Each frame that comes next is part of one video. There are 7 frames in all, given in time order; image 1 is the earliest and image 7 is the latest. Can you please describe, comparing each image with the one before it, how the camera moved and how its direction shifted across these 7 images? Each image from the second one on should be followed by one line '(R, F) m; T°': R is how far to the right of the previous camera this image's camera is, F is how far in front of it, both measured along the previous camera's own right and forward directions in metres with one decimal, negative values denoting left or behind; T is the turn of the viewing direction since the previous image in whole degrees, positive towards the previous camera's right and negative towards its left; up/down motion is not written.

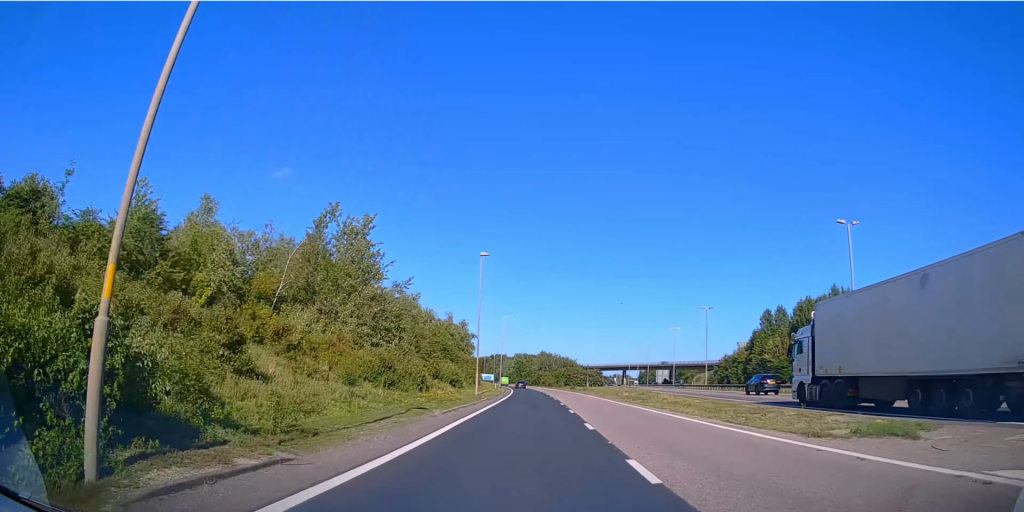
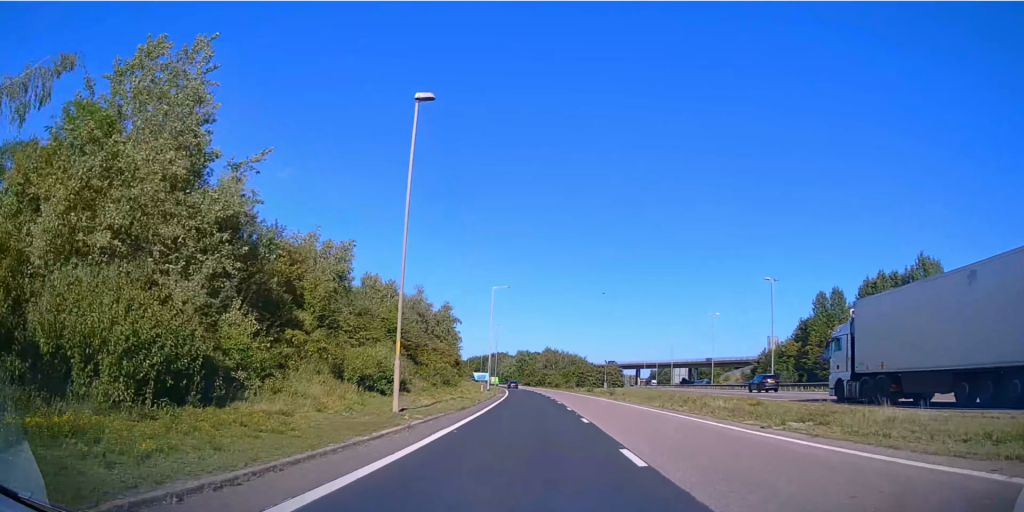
(-0.1, +24.2) m; -1°
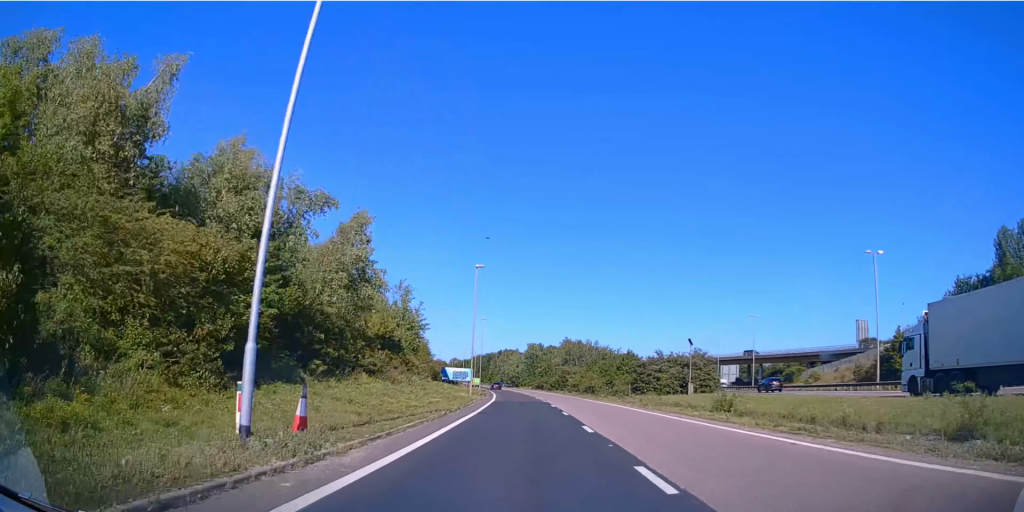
(-0.8, +45.9) m; -2°
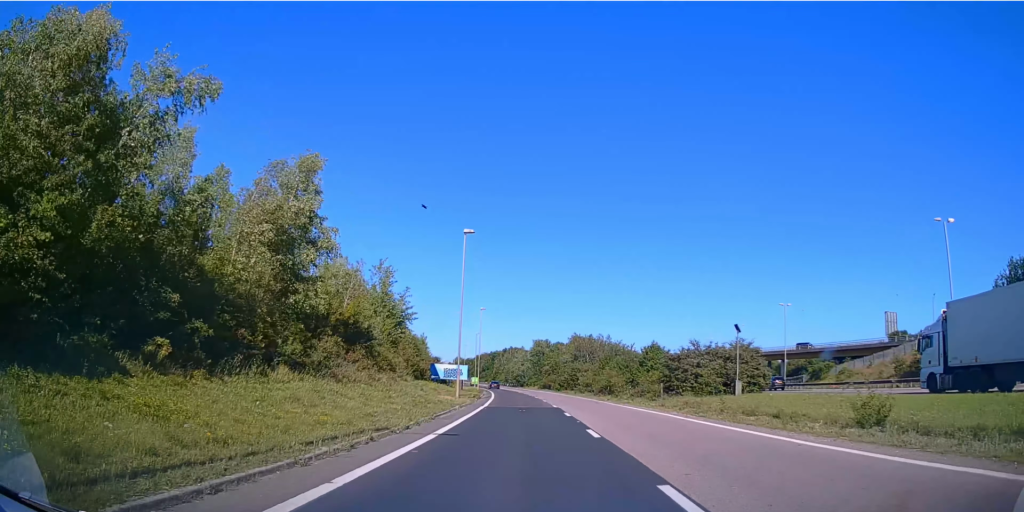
(+0.1, +10.8) m; 0°
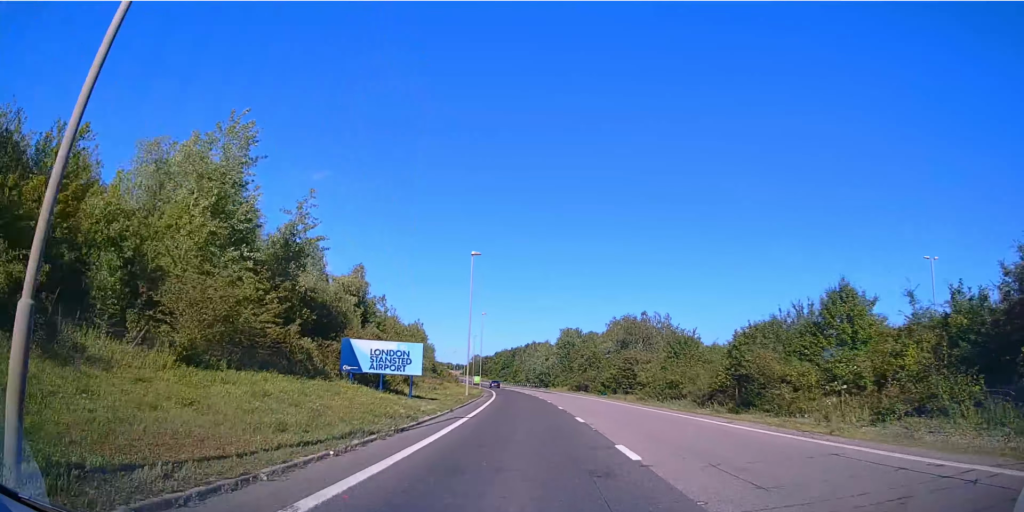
(-0.4, +27.7) m; -2°
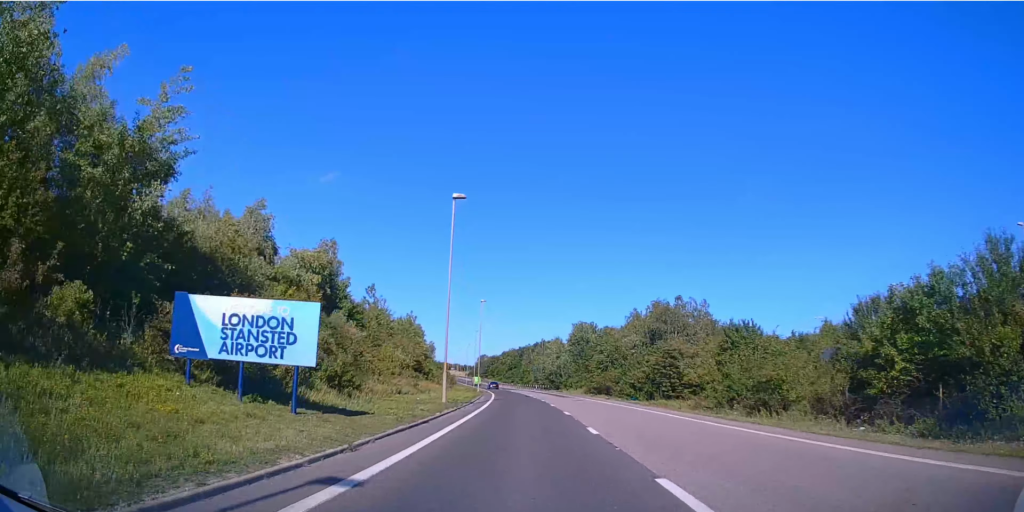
(0.0, +11.1) m; 0°
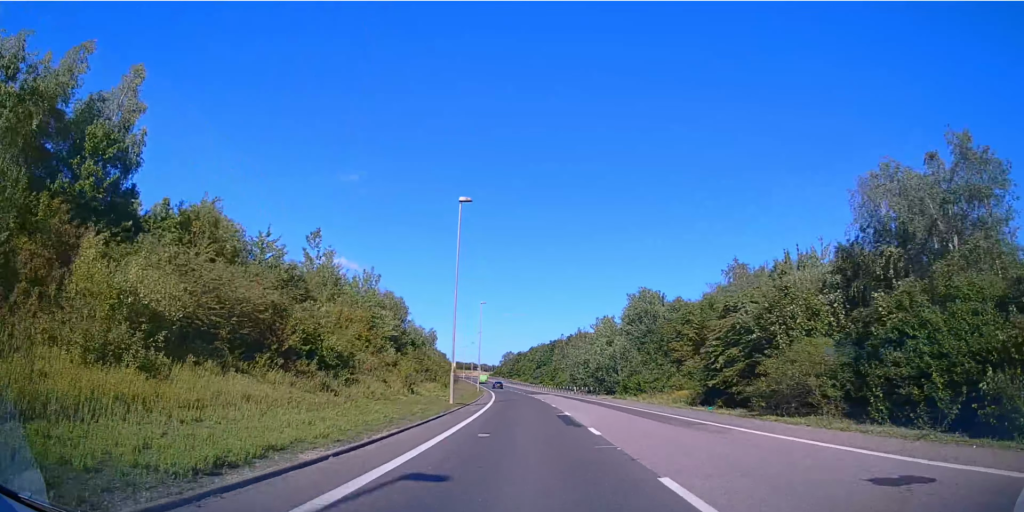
(-0.6, +30.6) m; -3°
